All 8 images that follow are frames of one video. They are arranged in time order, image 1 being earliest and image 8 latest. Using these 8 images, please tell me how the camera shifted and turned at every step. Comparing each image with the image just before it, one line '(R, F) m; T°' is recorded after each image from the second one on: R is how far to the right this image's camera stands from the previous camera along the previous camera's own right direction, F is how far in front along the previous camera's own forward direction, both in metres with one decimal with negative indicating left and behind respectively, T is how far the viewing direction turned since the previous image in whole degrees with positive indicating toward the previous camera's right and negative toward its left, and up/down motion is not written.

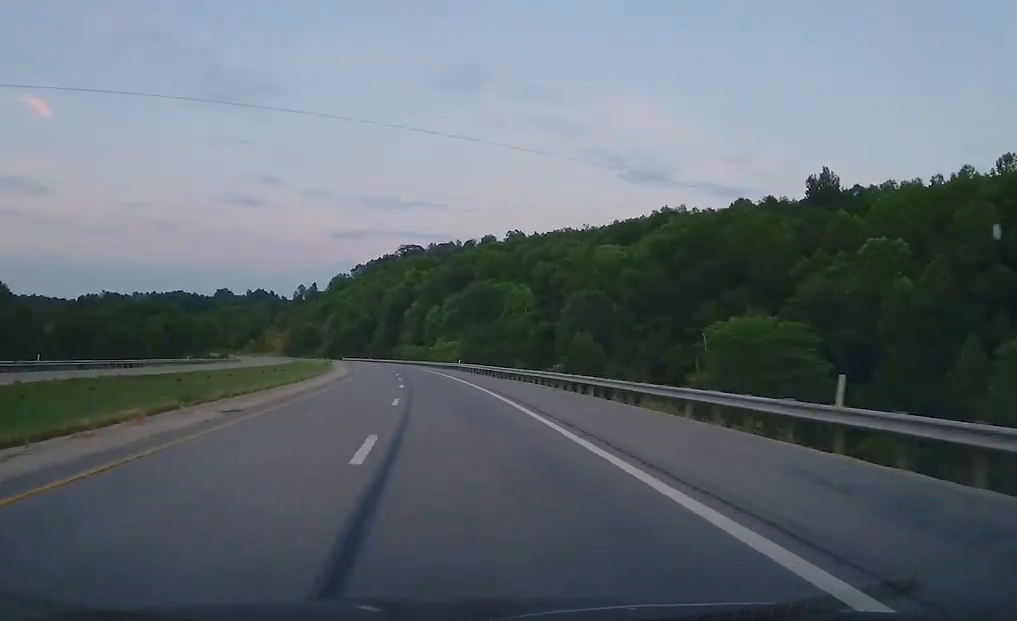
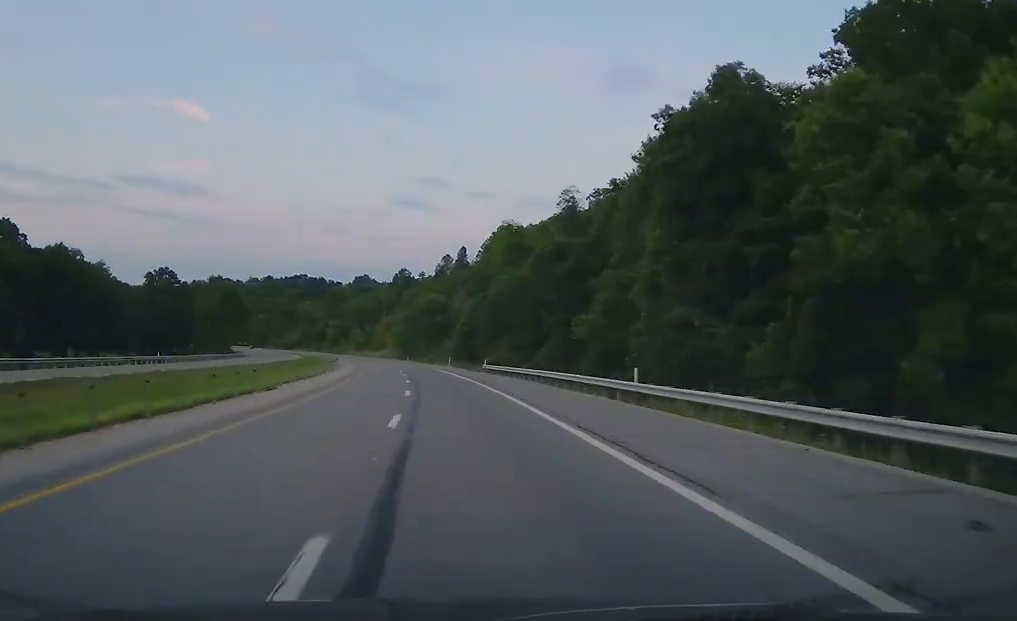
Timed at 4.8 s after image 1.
(-21.3, +239.0) m; -12°
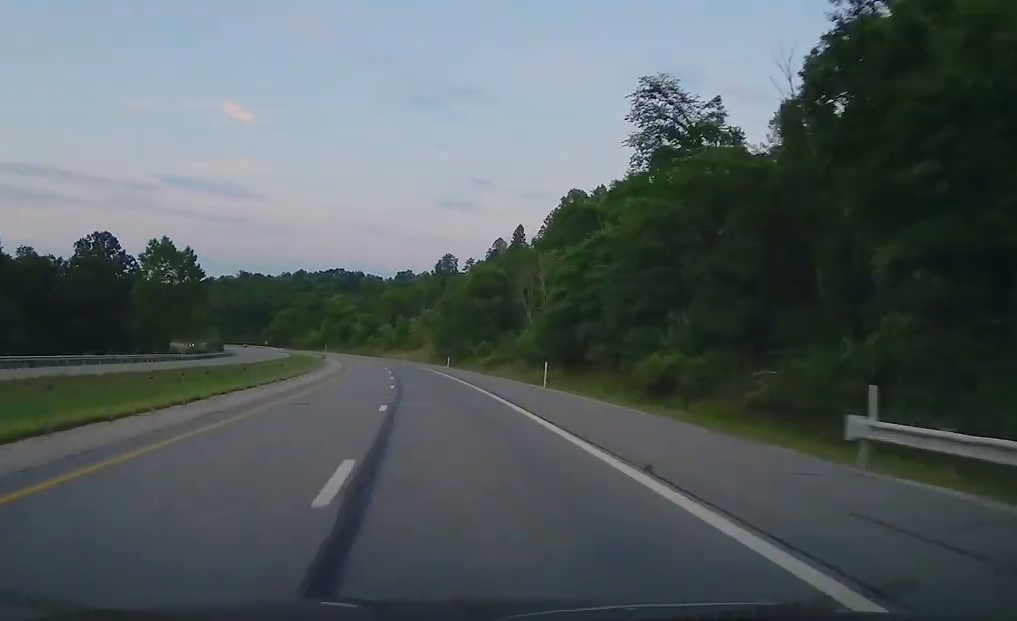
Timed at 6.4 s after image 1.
(-4.2, +70.1) m; -5°
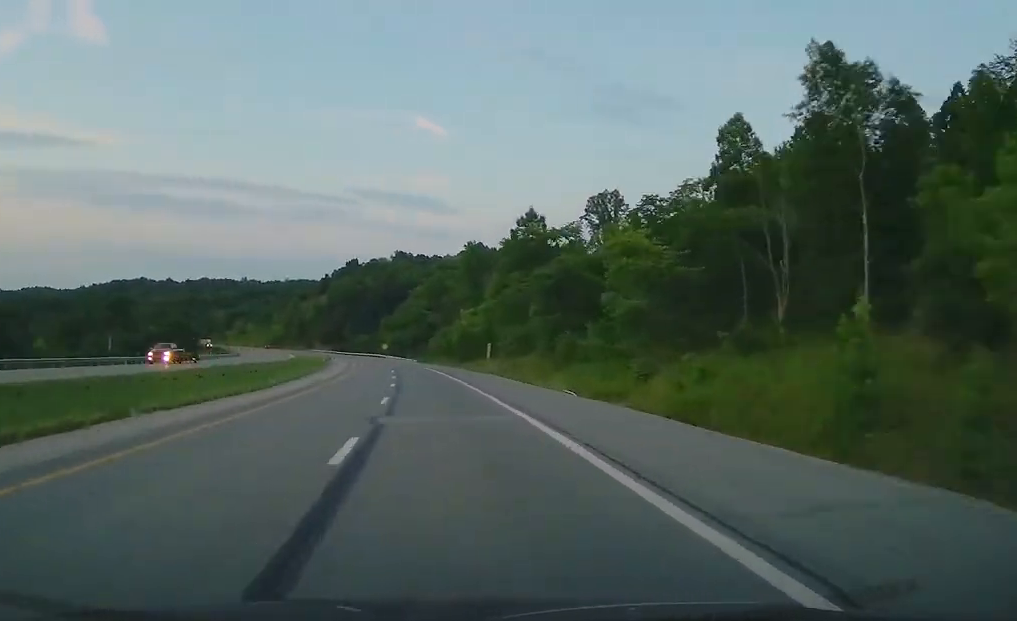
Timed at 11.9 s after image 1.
(-34.7, +200.0) m; -18°
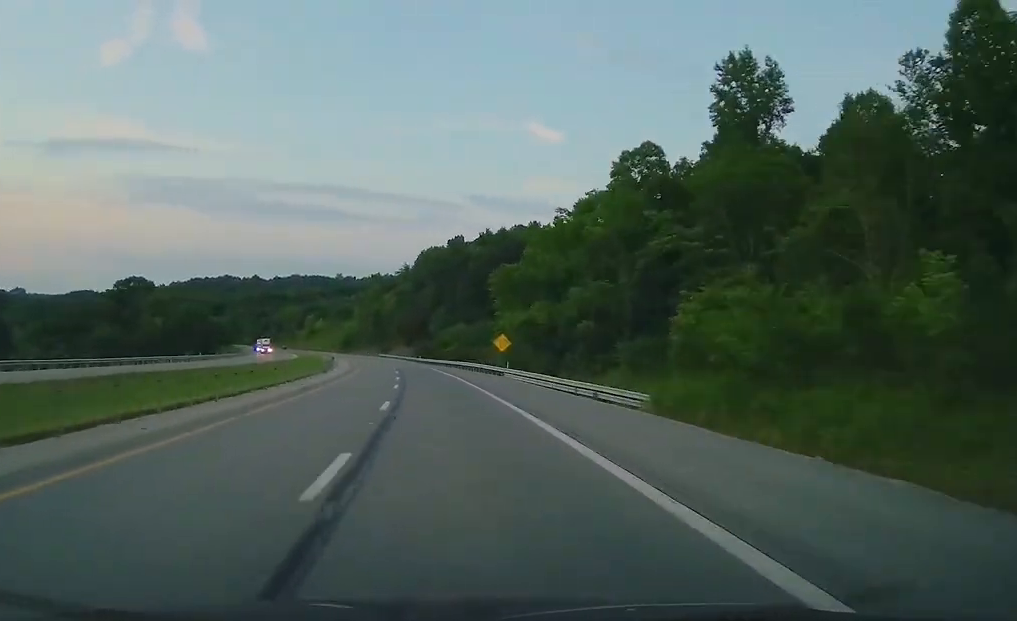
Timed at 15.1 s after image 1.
(-9.6, +111.3) m; -9°
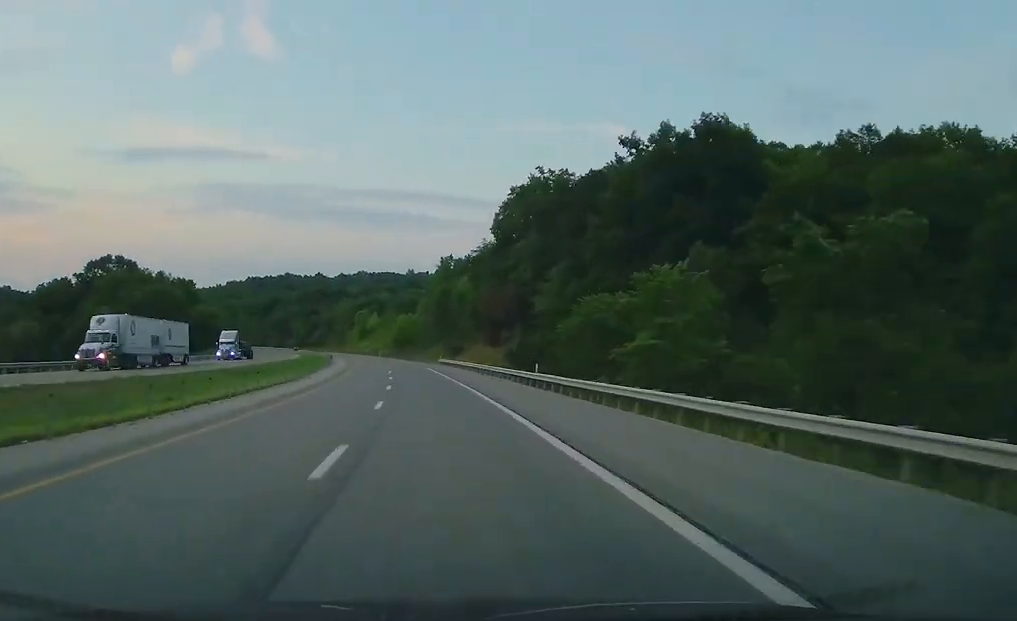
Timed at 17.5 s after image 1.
(-2.0, +82.4) m; -7°
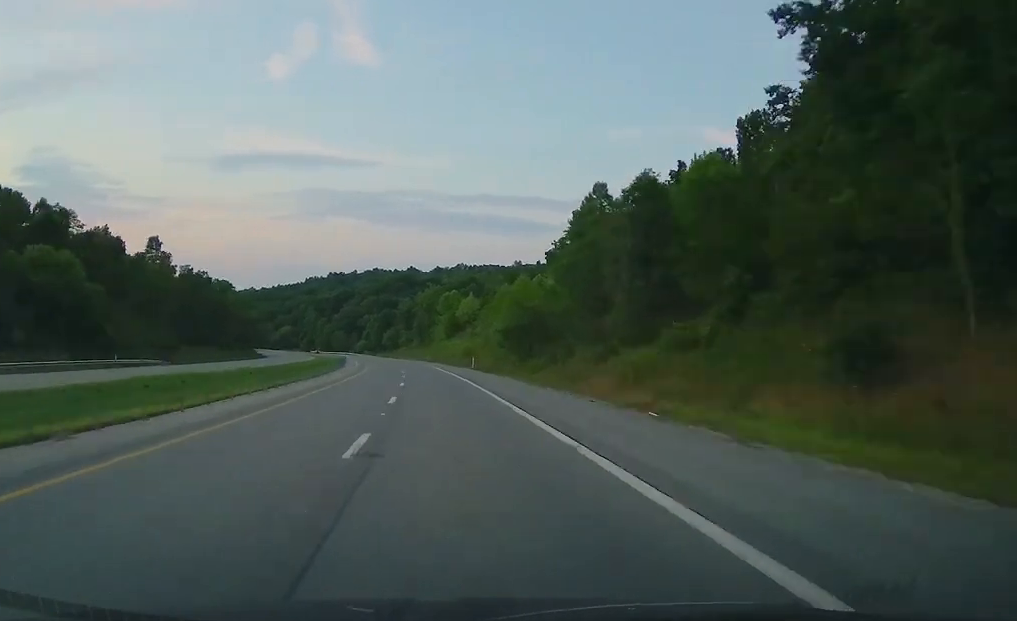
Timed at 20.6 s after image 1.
(-10.0, +97.8) m; -8°
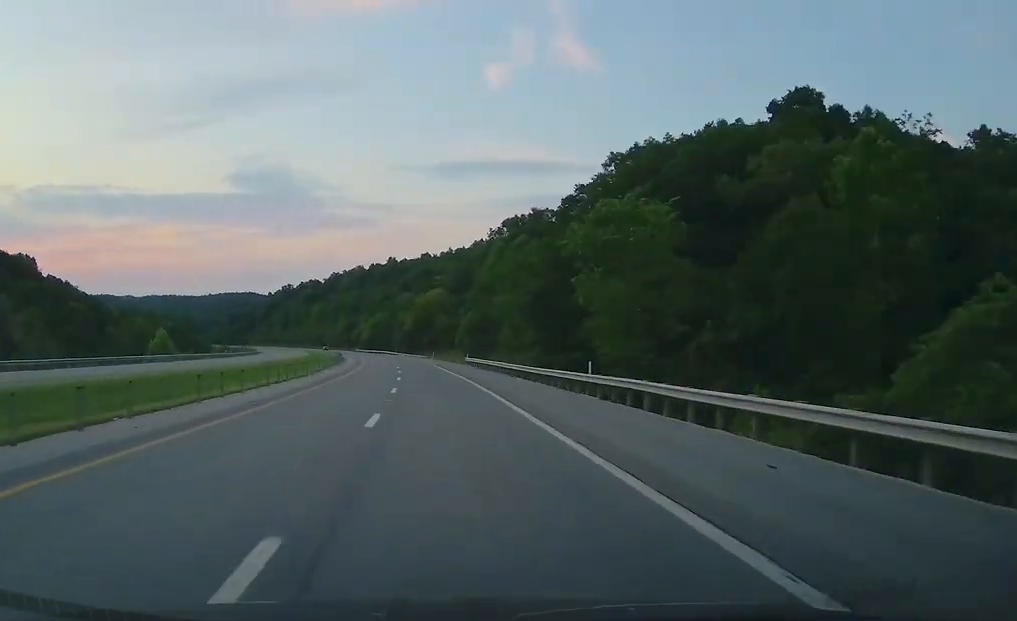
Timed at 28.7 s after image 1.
(-48.5, +298.0) m; -19°
